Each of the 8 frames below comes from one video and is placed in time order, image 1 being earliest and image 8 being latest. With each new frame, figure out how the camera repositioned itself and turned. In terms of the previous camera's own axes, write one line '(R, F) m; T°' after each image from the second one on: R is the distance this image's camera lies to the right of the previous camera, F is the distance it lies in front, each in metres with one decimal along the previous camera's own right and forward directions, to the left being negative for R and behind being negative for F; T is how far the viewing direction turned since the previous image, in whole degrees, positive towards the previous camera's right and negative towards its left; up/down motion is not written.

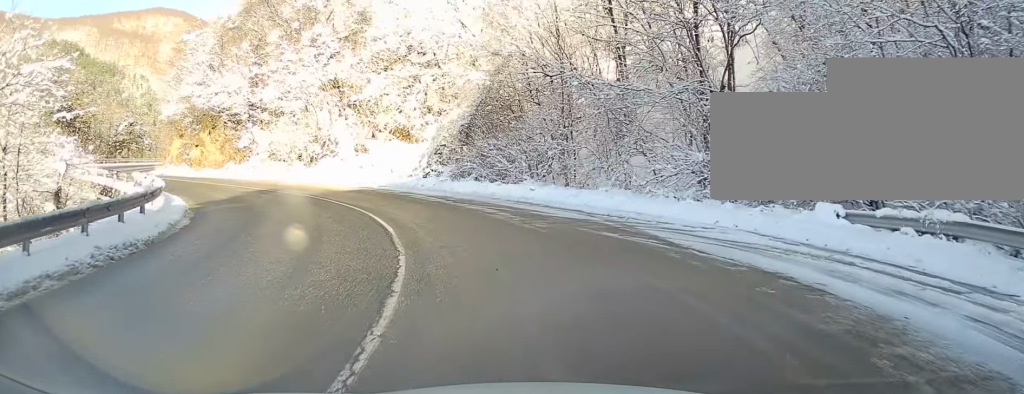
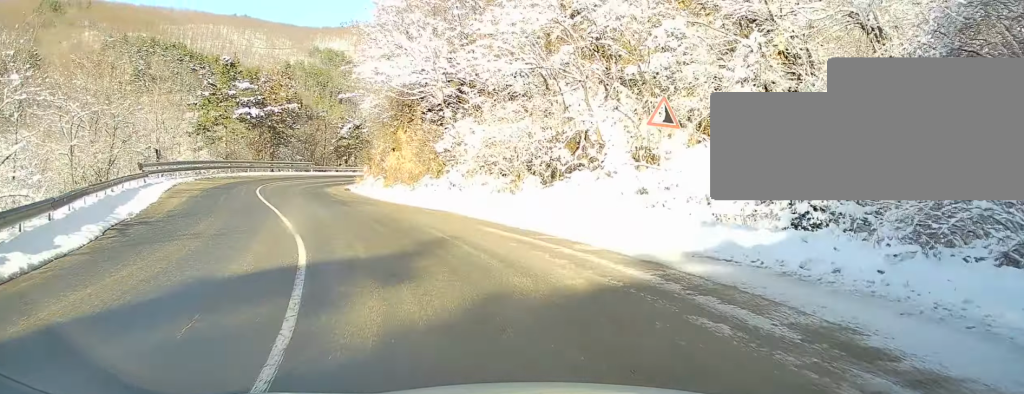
(-4.4, +18.4) m; -27°
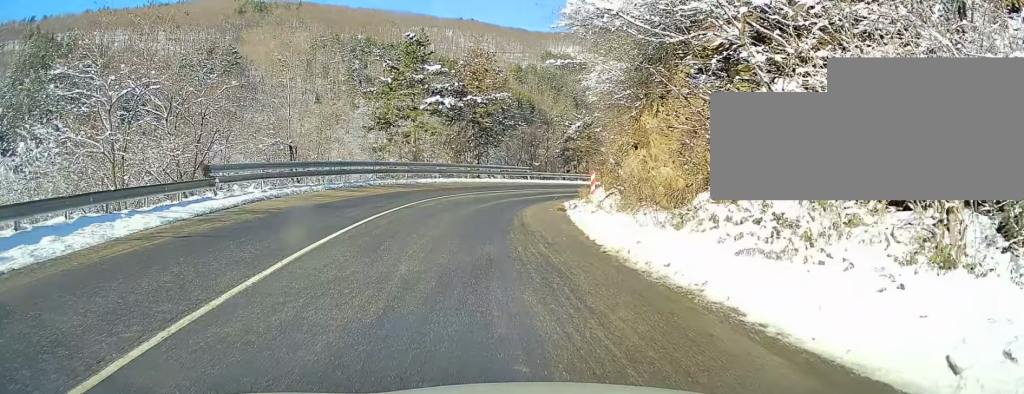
(-2.5, +15.5) m; -16°
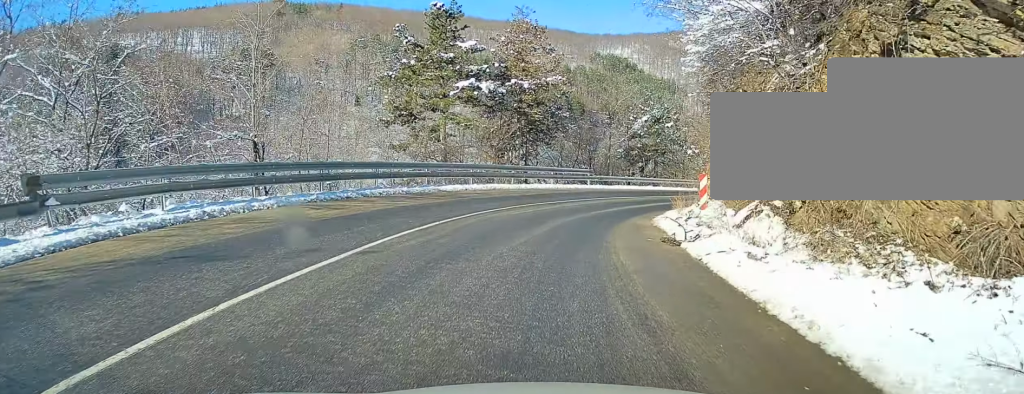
(-0.5, +11.7) m; +2°
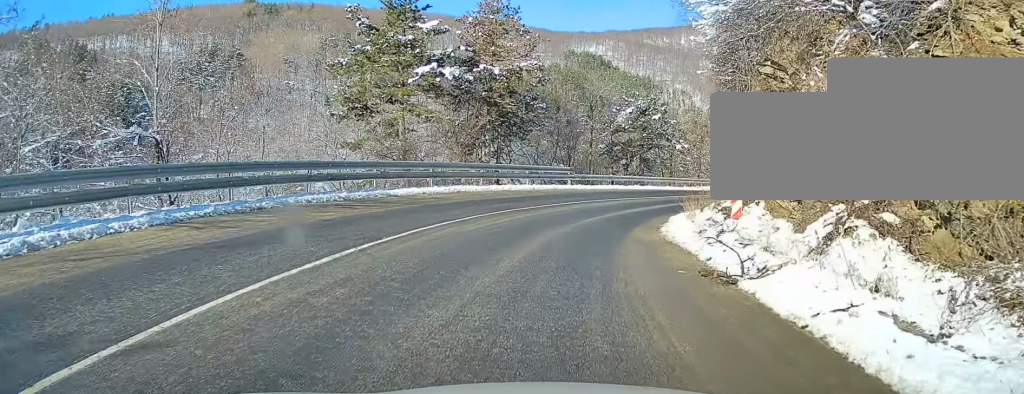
(+0.3, +5.6) m; +5°
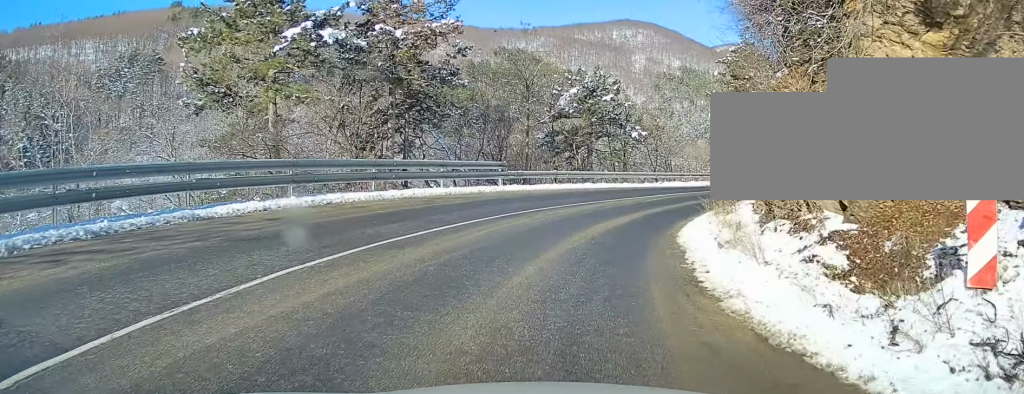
(+0.7, +9.9) m; +10°
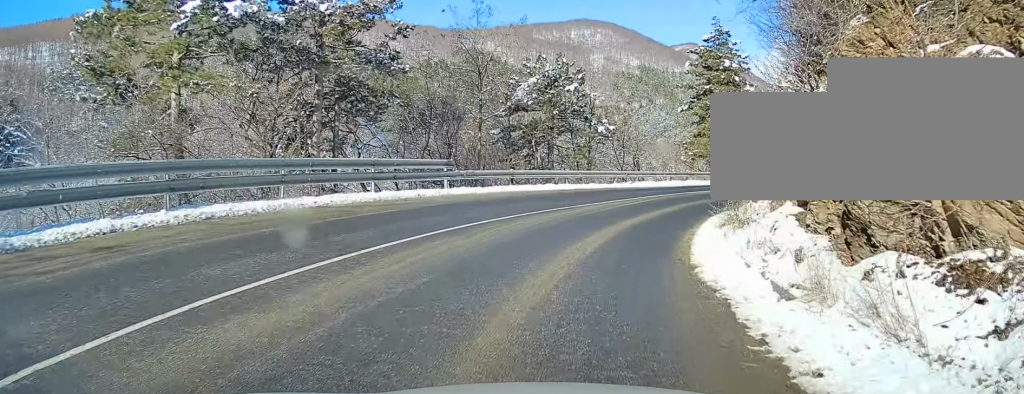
(0.0, +4.7) m; +5°
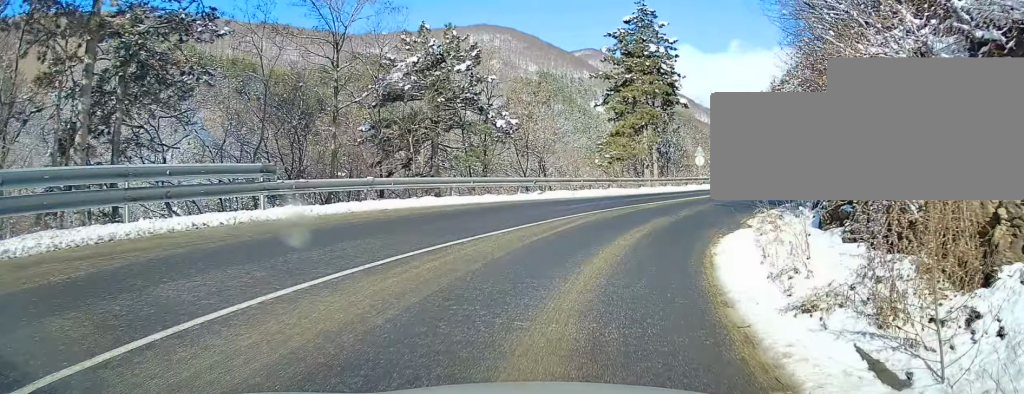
(+0.9, +8.7) m; +11°
